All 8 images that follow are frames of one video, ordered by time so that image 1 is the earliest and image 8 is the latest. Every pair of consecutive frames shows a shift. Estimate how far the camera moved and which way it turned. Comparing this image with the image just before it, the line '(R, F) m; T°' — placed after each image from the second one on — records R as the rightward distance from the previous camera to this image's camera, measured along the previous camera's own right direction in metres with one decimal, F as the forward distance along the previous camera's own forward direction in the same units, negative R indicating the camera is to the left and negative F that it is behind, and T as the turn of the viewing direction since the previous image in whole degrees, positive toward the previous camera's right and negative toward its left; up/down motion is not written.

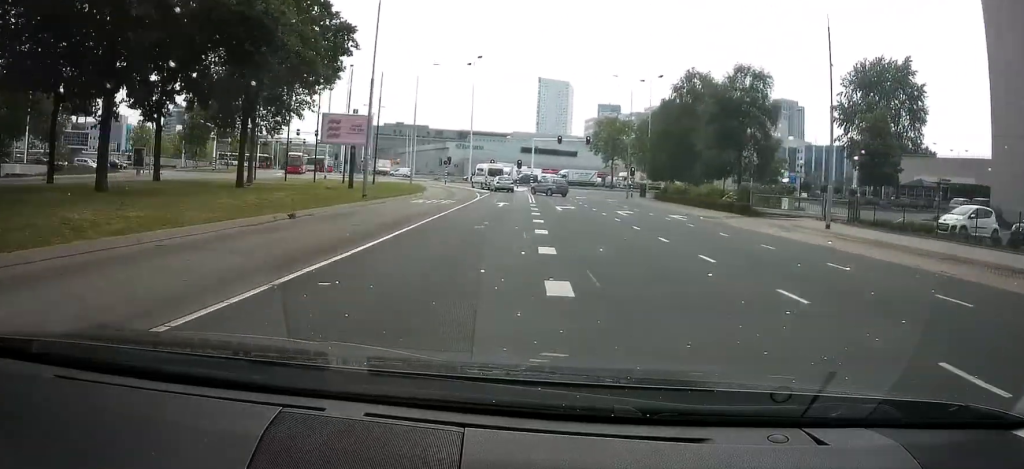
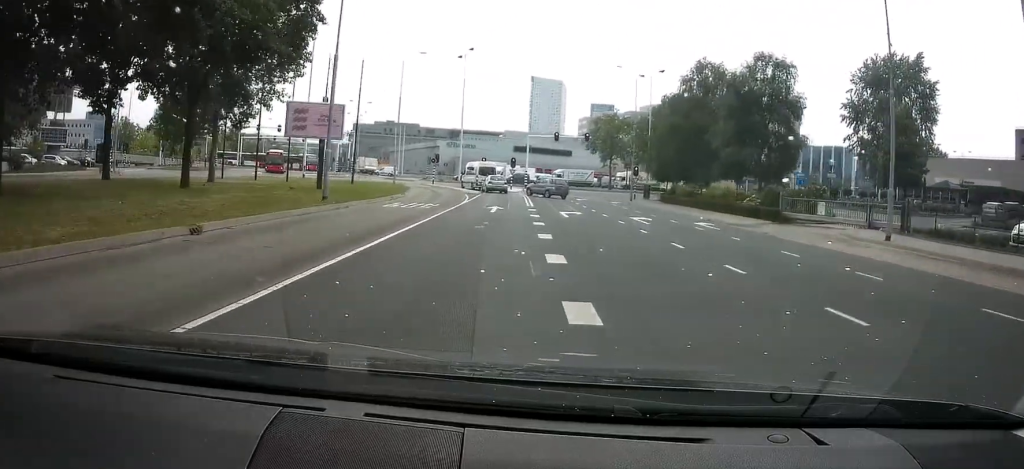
(0.0, +5.7) m; 0°
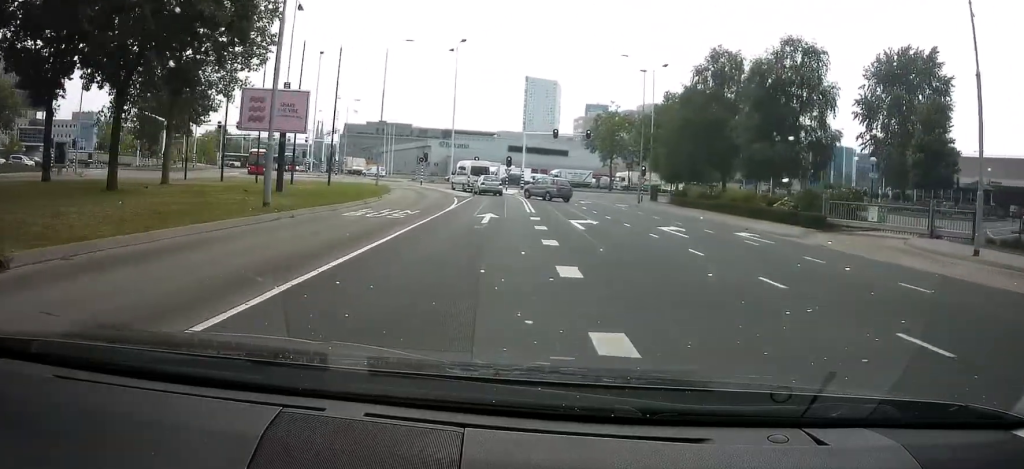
(0.0, +5.8) m; +1°
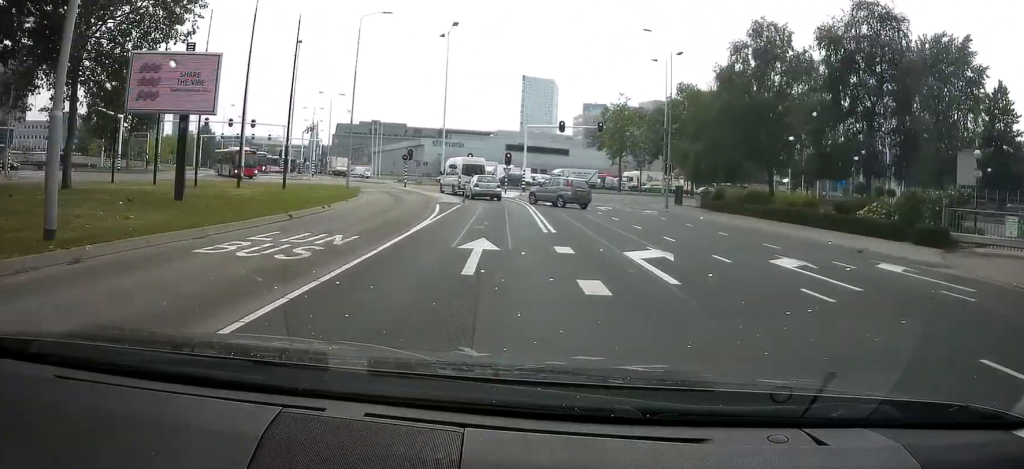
(+0.2, +10.3) m; +2°
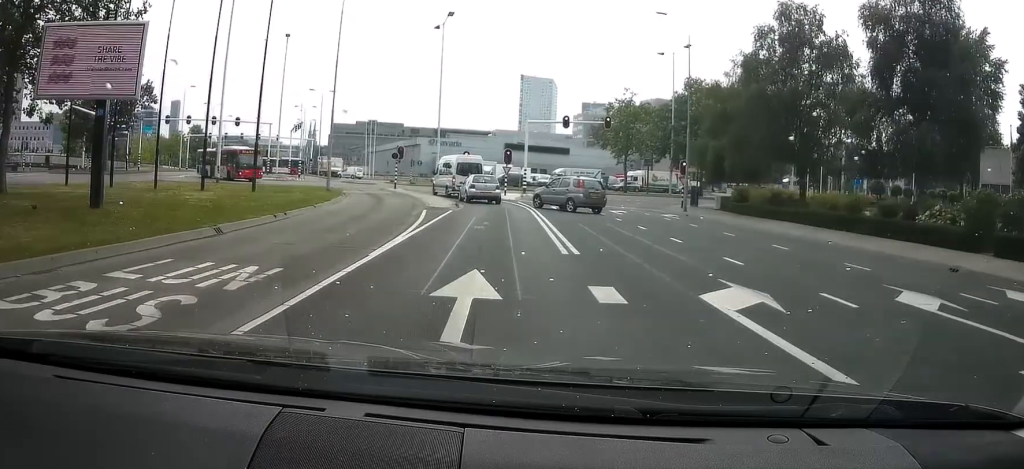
(+0.1, +5.5) m; +1°
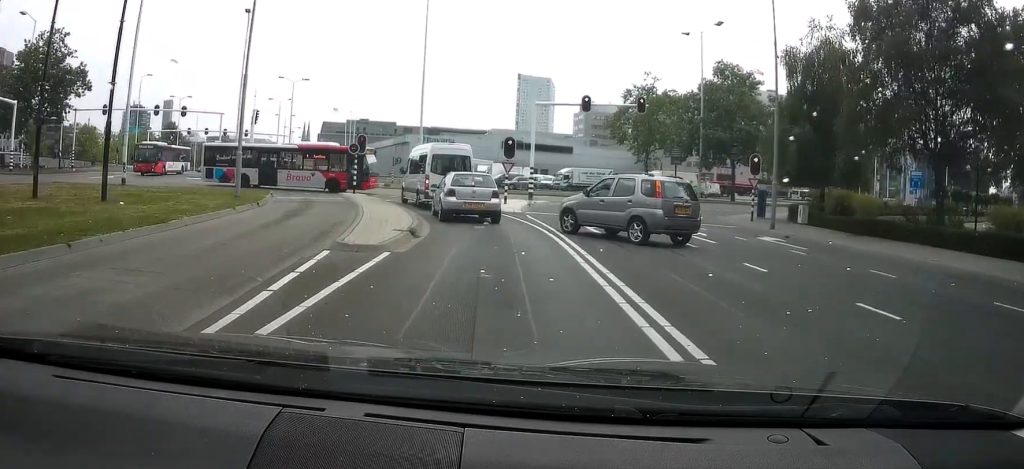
(+0.1, +18.0) m; +2°
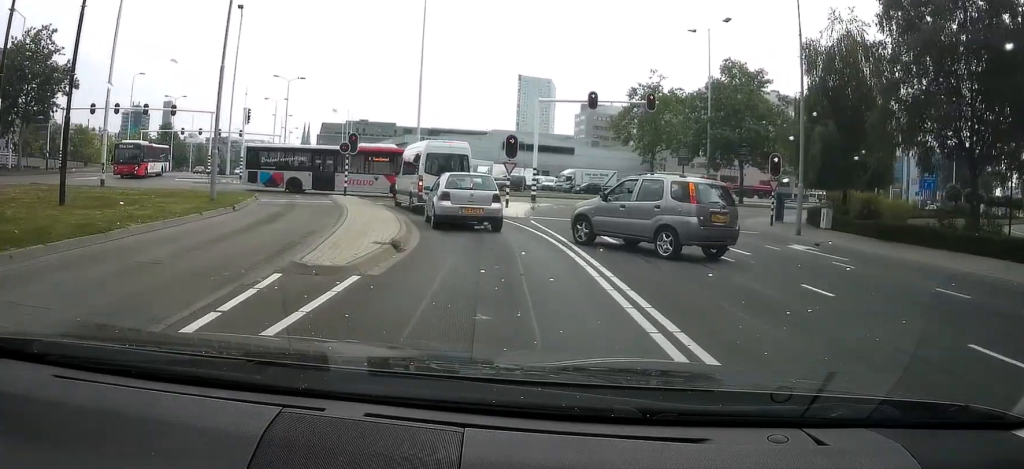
(+0.2, +4.1) m; +1°
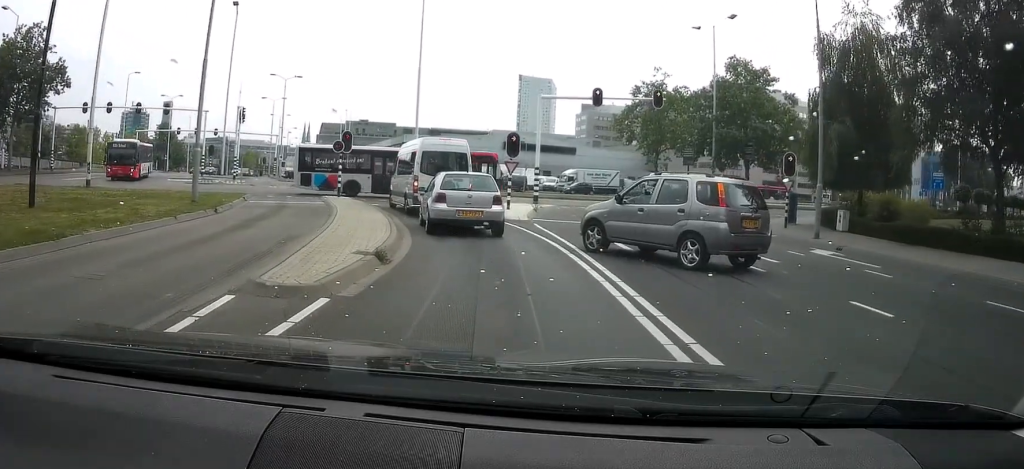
(-0.1, +3.0) m; -1°
